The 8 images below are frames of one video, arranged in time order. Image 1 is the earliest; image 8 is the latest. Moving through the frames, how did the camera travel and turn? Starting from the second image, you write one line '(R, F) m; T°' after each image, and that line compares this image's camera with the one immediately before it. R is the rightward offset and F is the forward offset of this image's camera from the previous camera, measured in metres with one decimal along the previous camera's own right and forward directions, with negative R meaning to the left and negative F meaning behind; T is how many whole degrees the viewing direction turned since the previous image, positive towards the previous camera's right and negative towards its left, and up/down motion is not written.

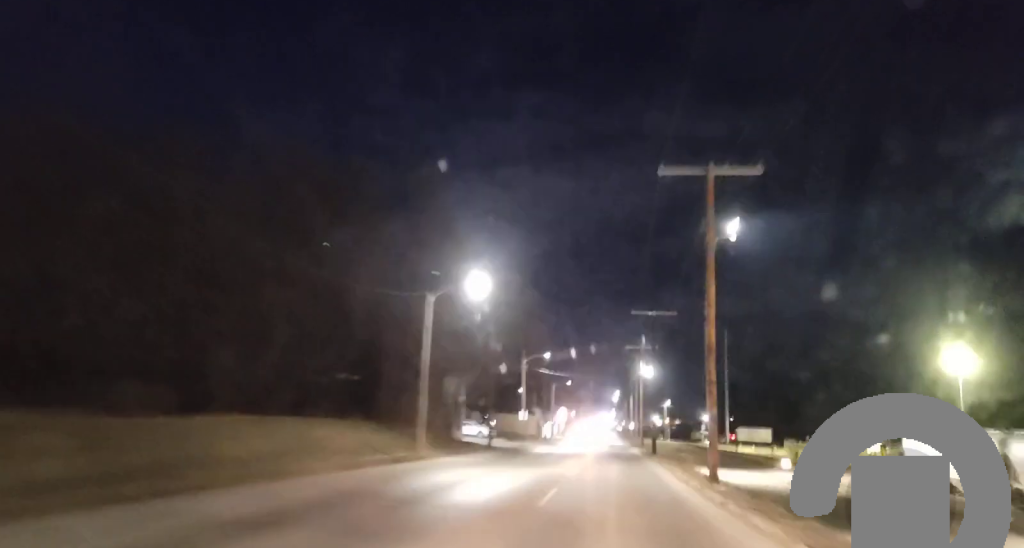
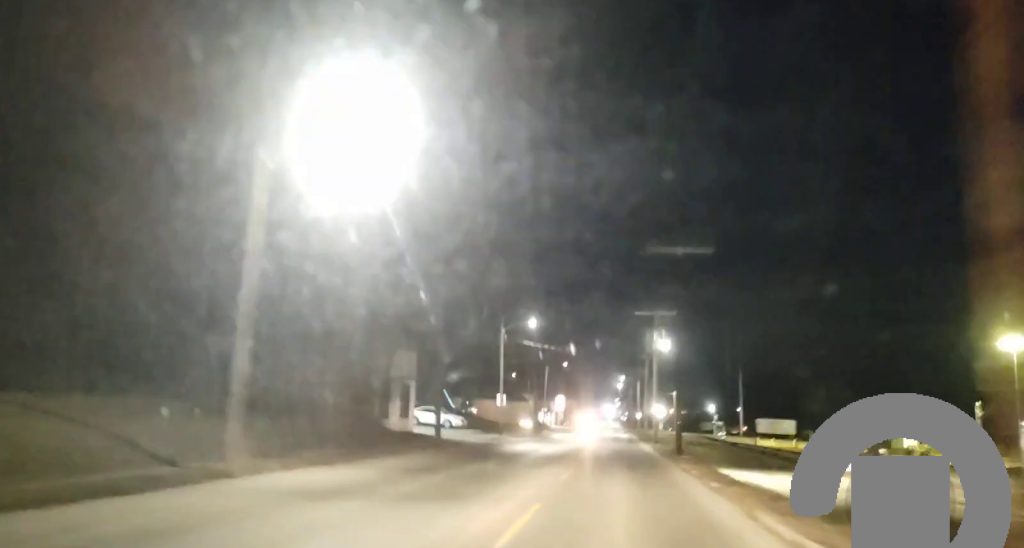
(0.0, +18.9) m; +1°
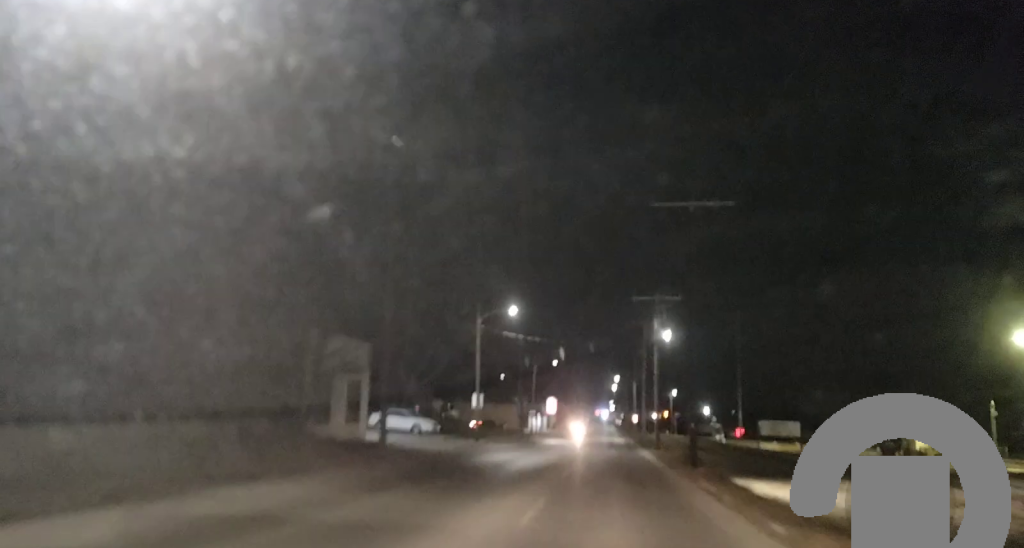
(+0.1, +8.6) m; 0°
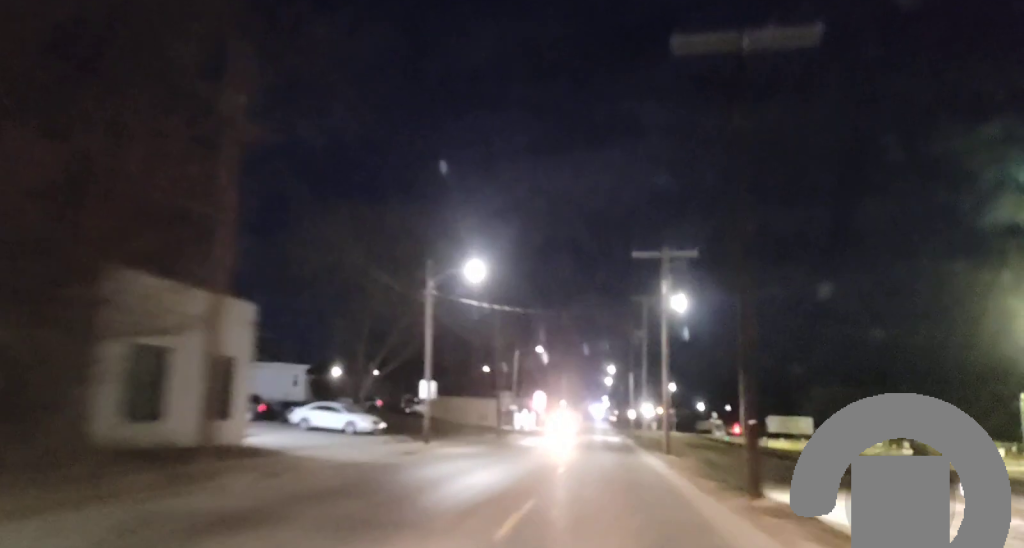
(+0.1, +13.9) m; 0°
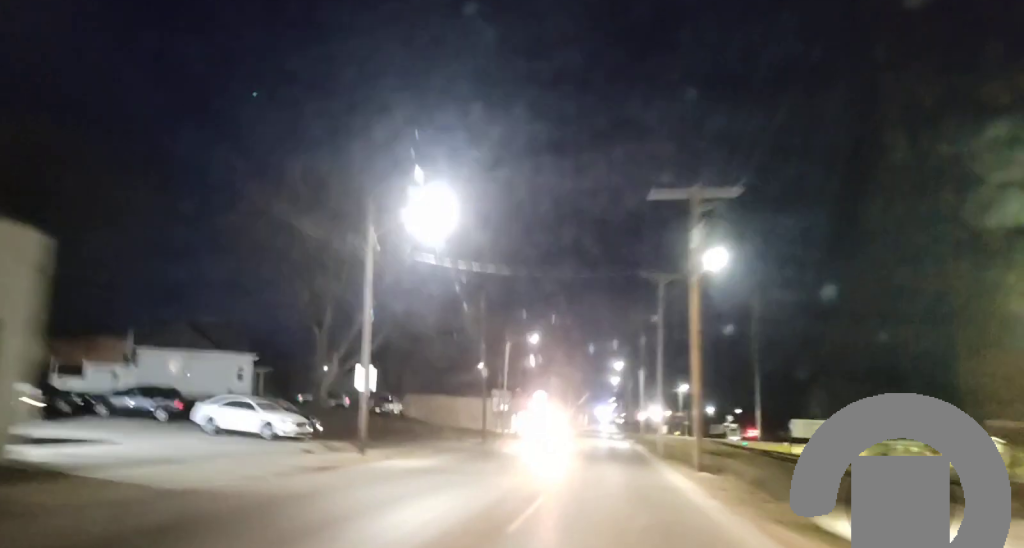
(-0.1, +11.6) m; 0°
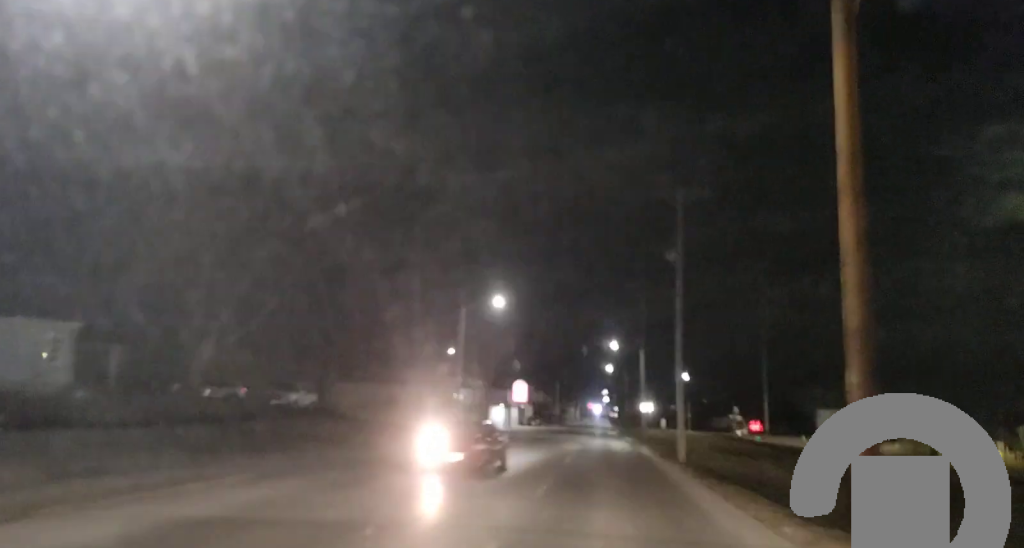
(+0.1, +17.8) m; 0°
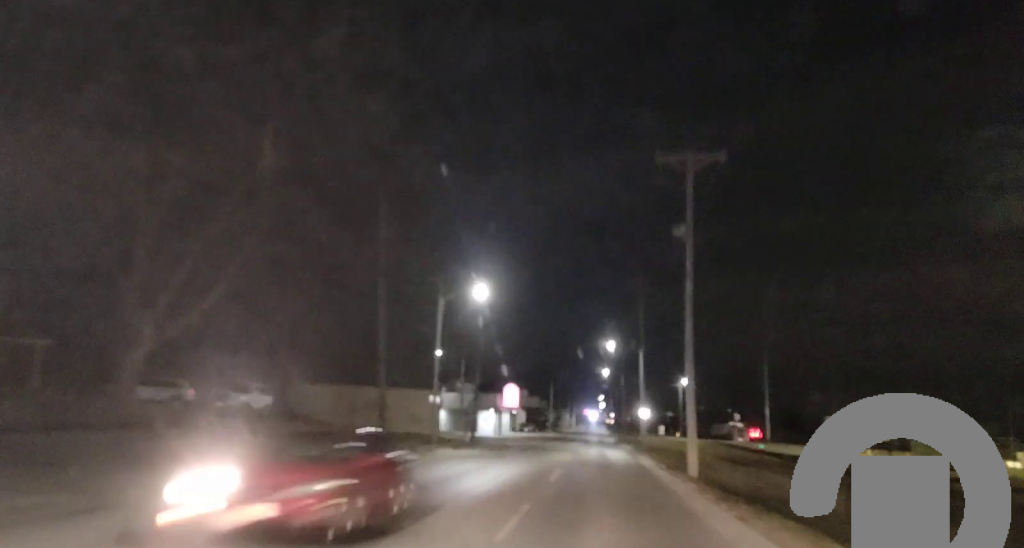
(0.0, +6.2) m; 0°
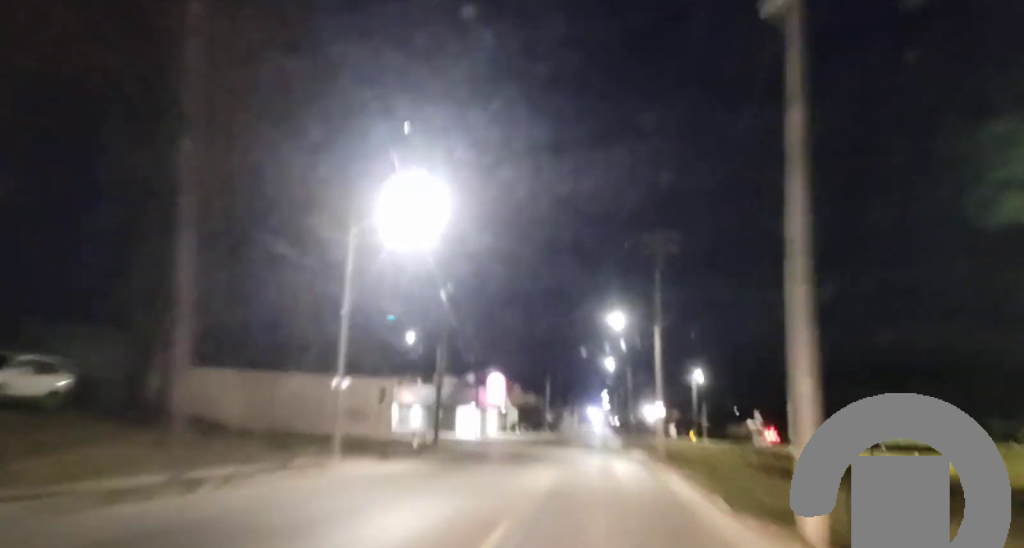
(+0.1, +16.3) m; +1°
